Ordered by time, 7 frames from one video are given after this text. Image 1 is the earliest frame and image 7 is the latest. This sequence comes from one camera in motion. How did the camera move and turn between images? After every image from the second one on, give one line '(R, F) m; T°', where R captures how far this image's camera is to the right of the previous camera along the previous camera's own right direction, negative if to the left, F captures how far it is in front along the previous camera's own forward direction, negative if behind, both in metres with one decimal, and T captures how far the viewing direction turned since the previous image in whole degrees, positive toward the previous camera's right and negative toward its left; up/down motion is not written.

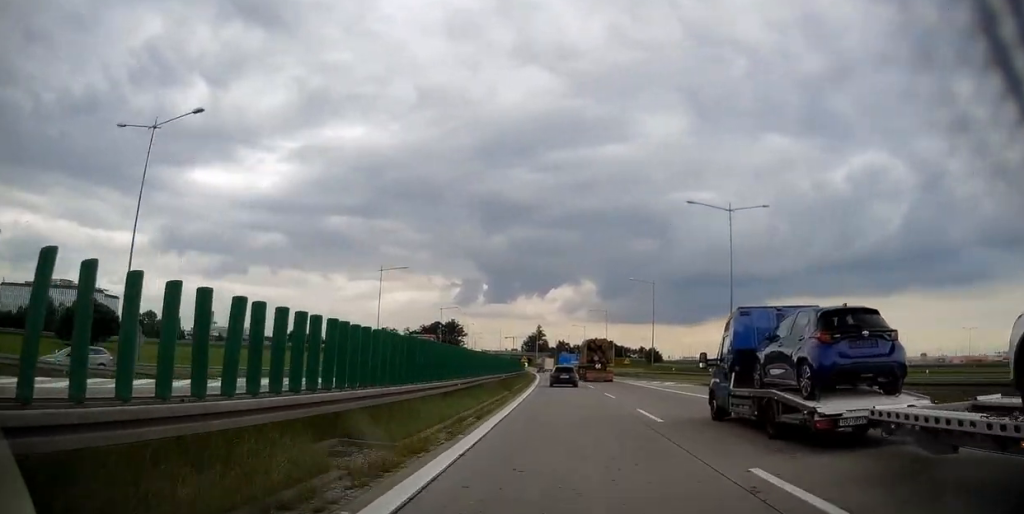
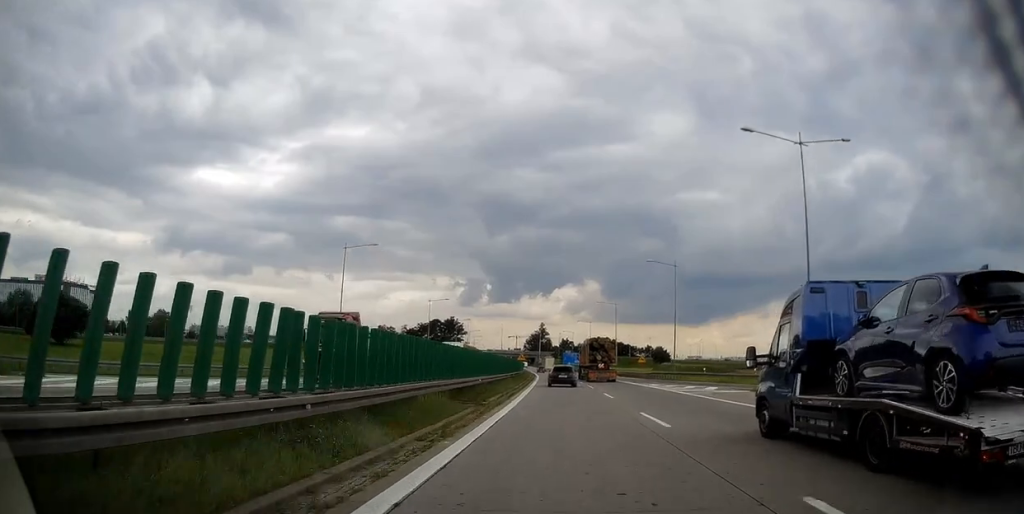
(-0.2, +13.3) m; -1°
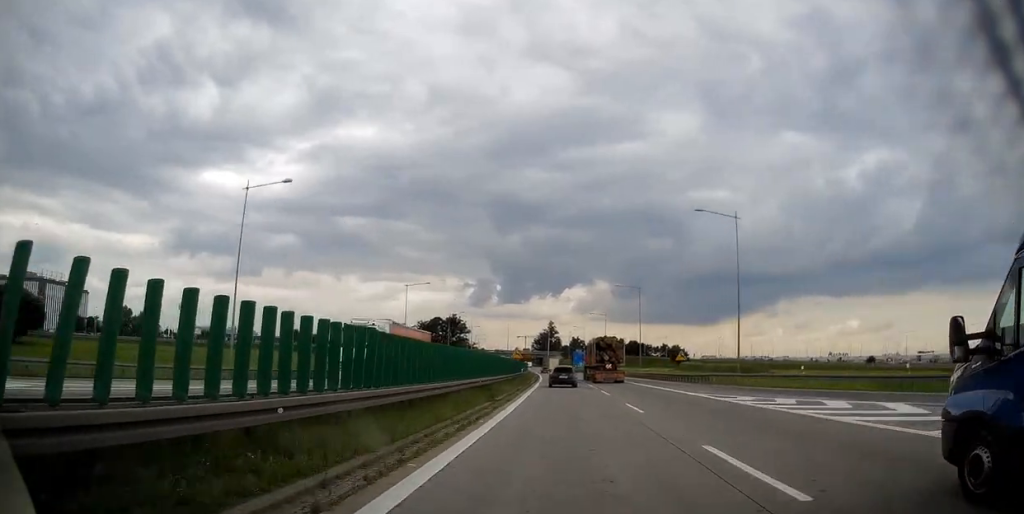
(-0.2, +21.1) m; -1°
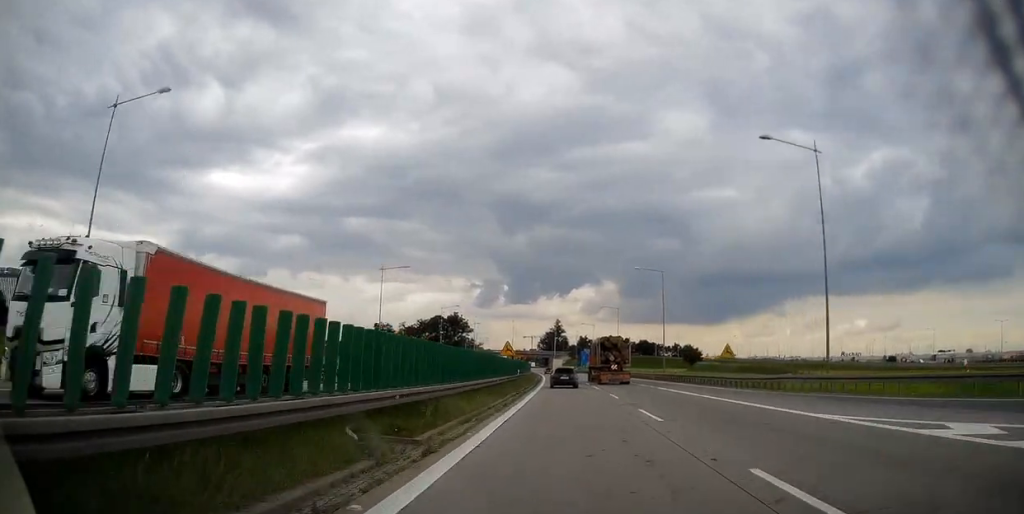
(0.0, +14.5) m; -1°
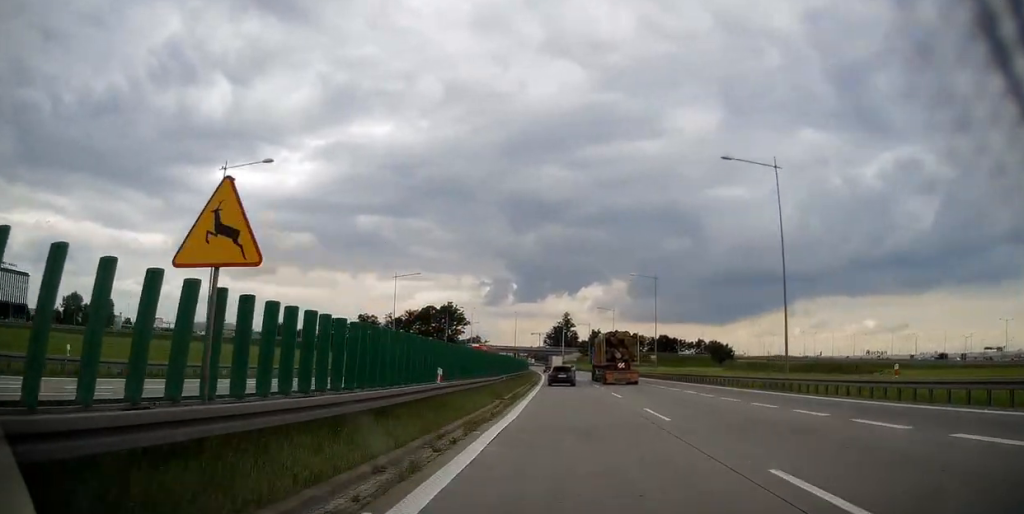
(-0.6, +36.1) m; -1°
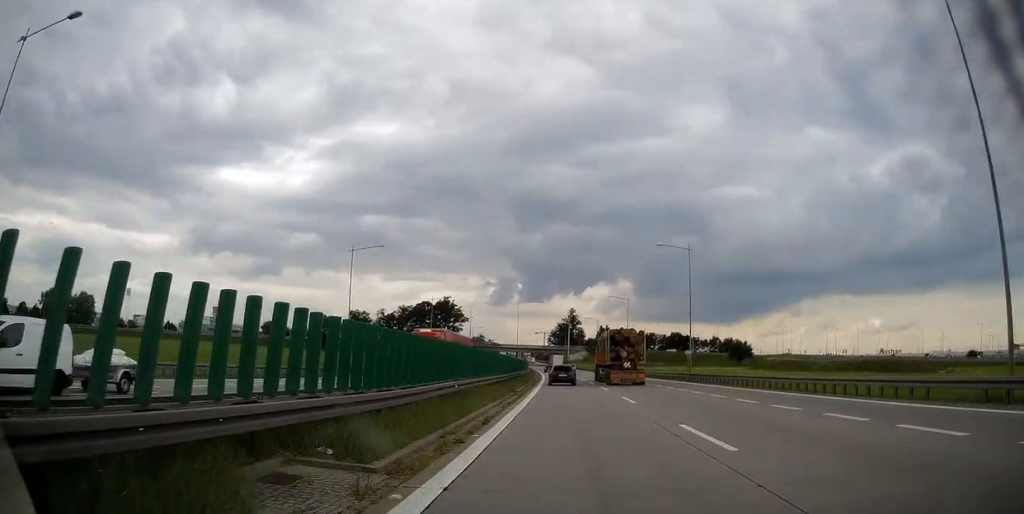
(+0.1, +17.9) m; 0°
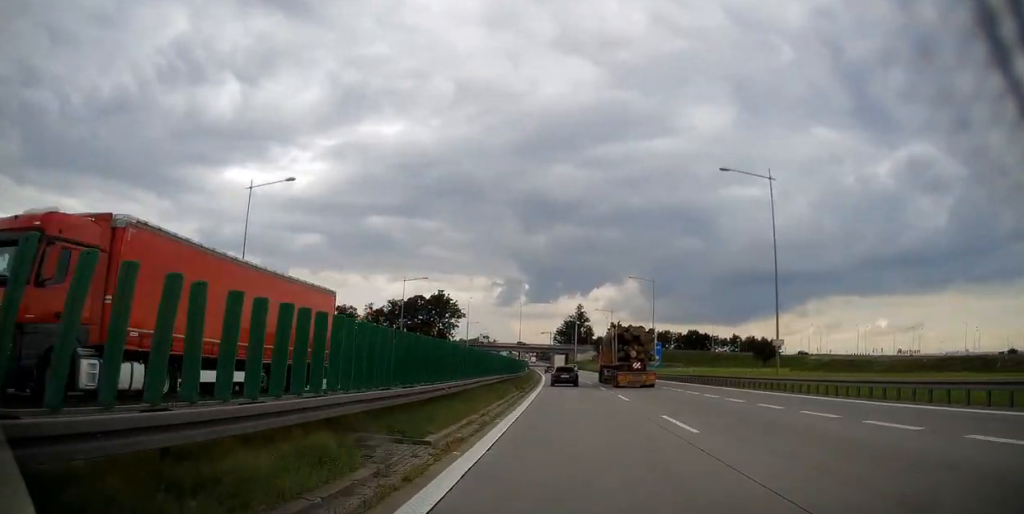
(-0.1, +22.0) m; -1°
